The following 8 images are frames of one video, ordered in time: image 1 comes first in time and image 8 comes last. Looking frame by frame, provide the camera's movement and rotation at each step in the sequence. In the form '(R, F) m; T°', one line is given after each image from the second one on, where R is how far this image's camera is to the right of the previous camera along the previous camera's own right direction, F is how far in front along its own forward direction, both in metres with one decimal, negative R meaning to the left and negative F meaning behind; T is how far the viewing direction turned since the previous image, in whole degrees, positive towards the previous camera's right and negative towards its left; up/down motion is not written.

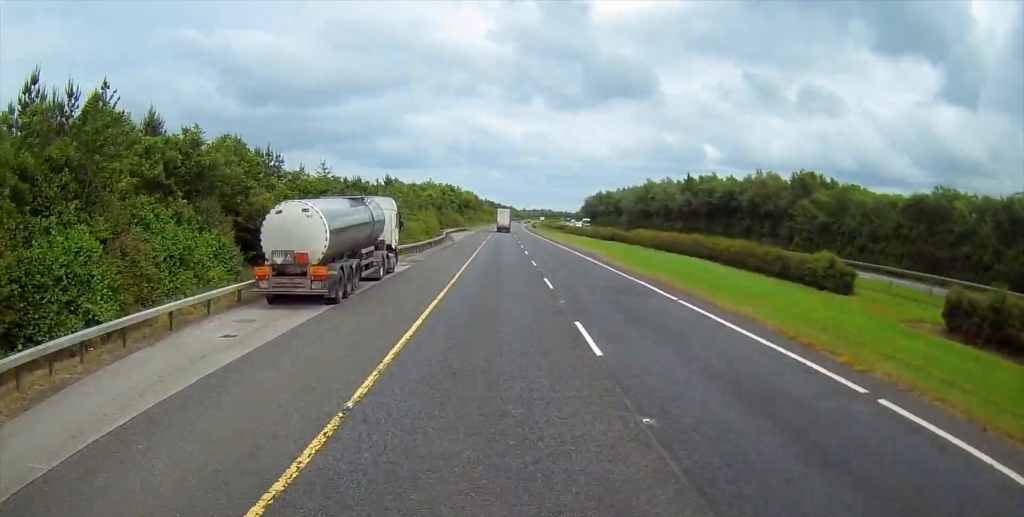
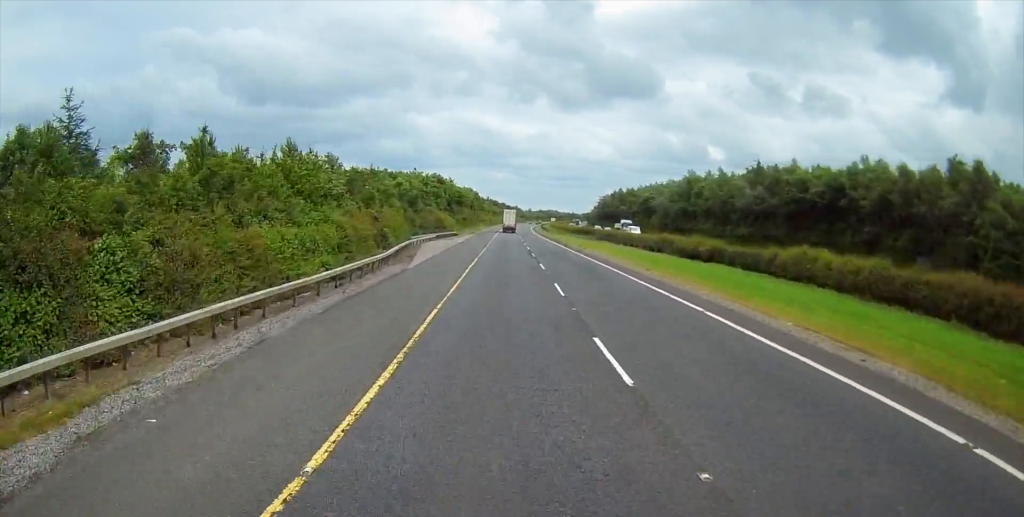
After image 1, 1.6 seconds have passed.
(+0.3, +38.1) m; 0°
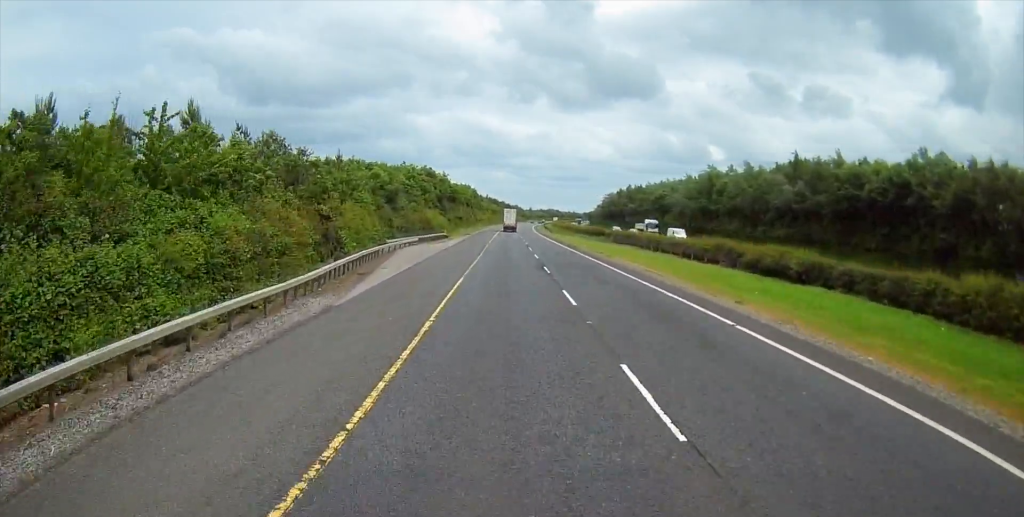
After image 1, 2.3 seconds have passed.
(-0.2, +14.7) m; 0°
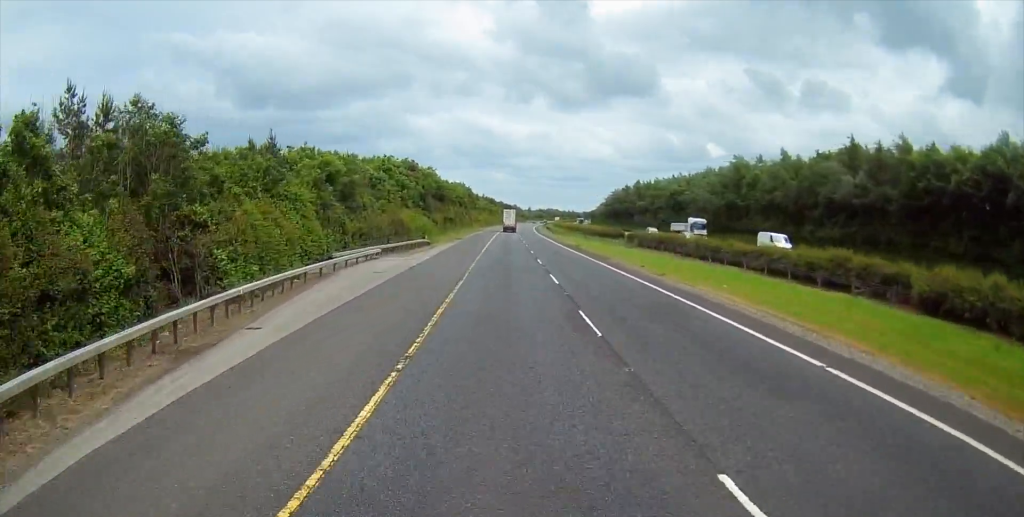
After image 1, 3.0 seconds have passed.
(+0.4, +17.1) m; 0°
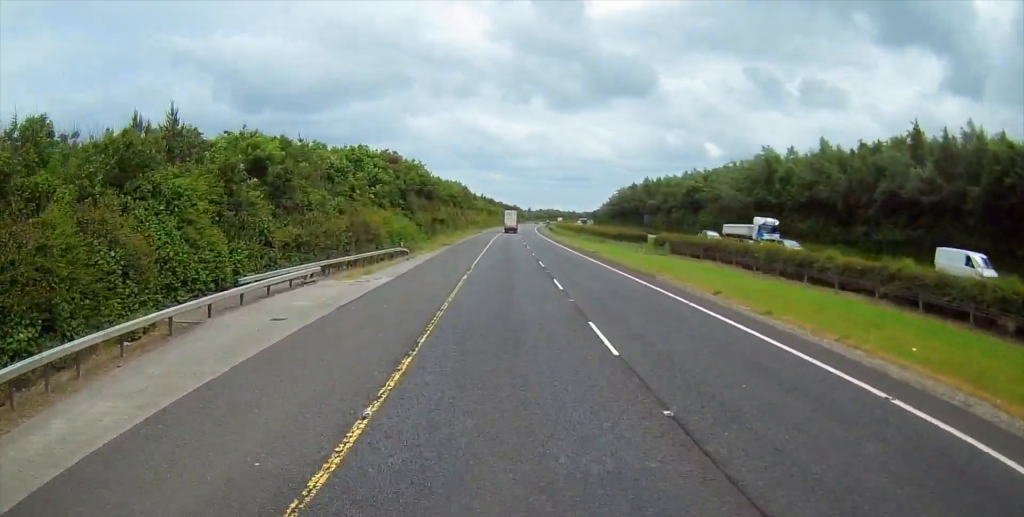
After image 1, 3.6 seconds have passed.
(-0.2, +13.9) m; 0°
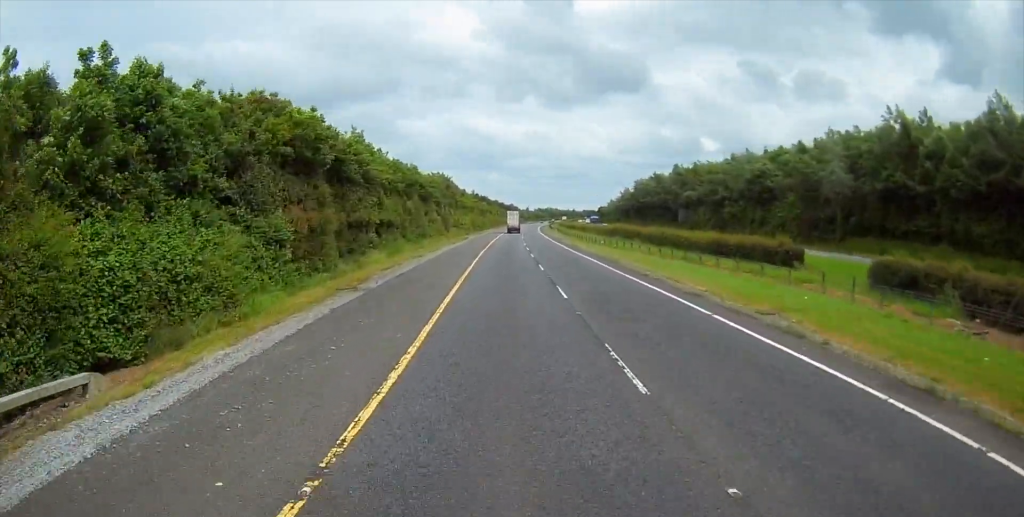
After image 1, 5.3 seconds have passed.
(+0.2, +38.7) m; 0°
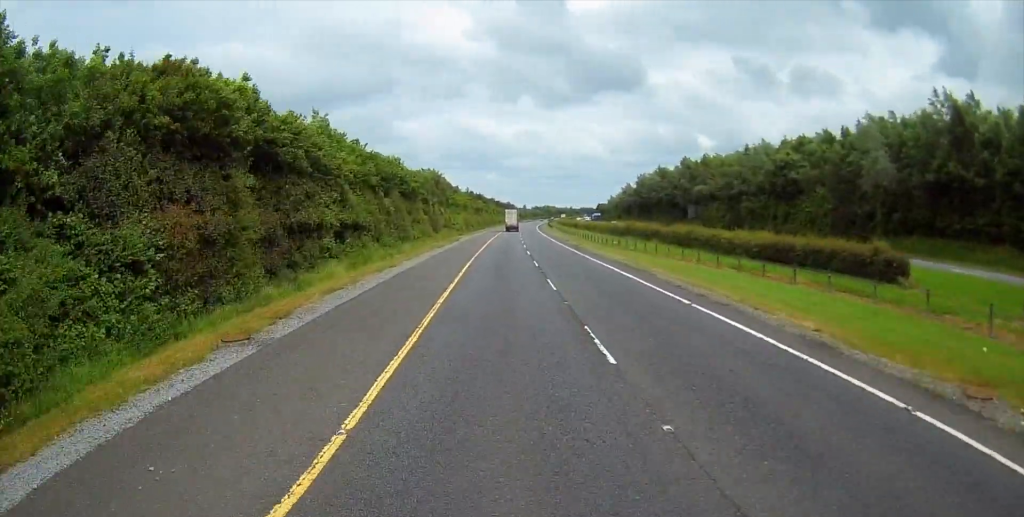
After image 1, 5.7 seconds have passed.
(-0.2, +10.0) m; 0°
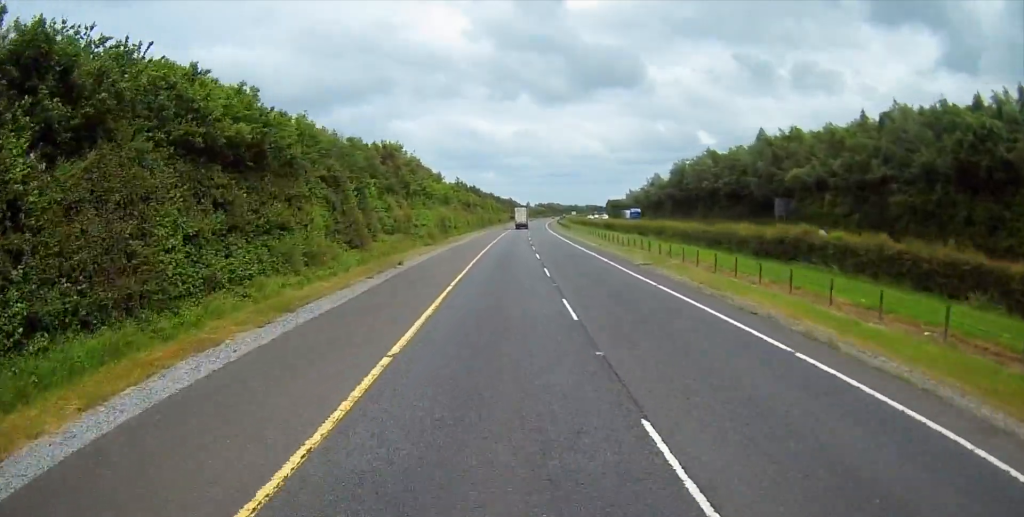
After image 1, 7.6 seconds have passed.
(+0.1, +43.3) m; 0°
